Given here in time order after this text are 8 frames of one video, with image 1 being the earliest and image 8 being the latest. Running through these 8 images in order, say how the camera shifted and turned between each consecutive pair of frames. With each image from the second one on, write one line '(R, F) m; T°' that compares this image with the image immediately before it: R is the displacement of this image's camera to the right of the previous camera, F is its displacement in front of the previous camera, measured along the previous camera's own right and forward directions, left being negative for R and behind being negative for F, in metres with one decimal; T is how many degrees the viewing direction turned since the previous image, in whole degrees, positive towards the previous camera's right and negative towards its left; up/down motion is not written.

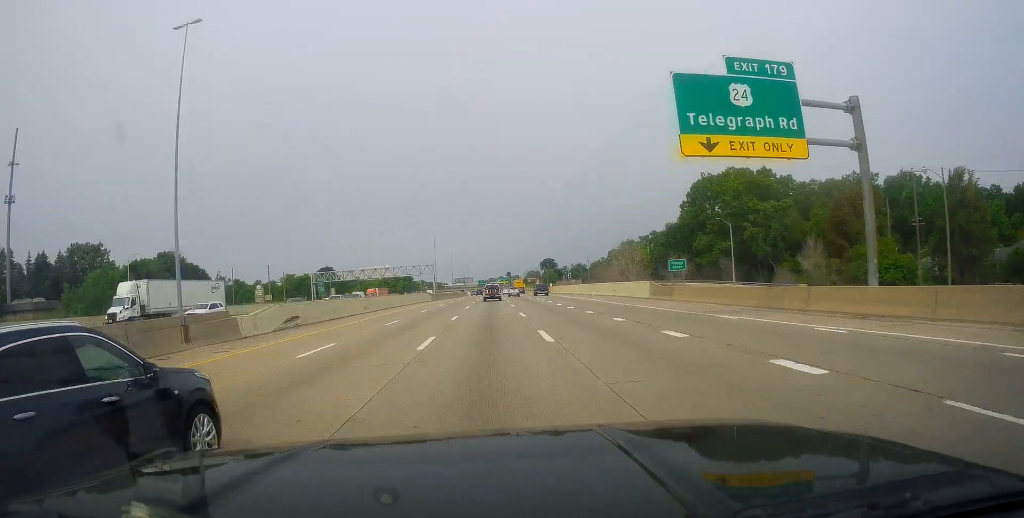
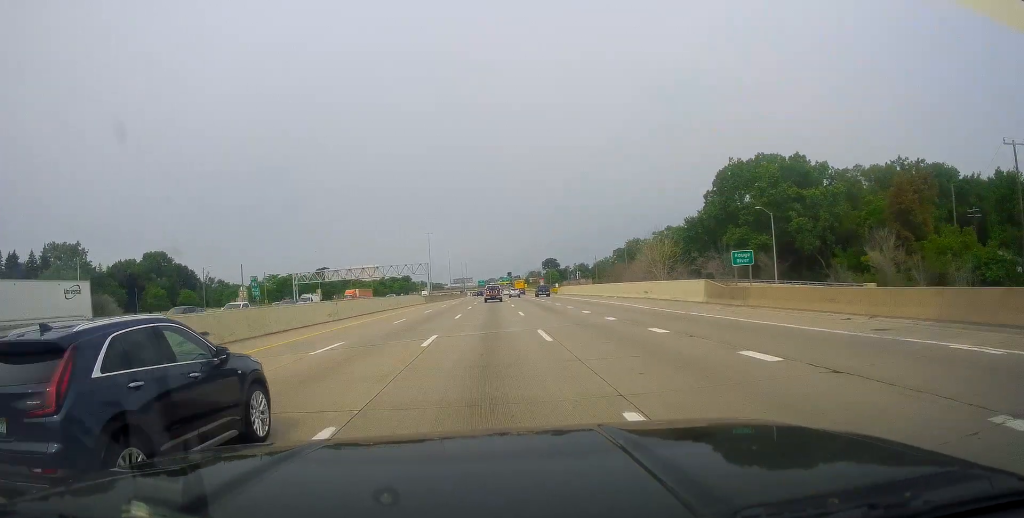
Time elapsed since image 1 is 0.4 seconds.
(0.0, +13.5) m; 0°
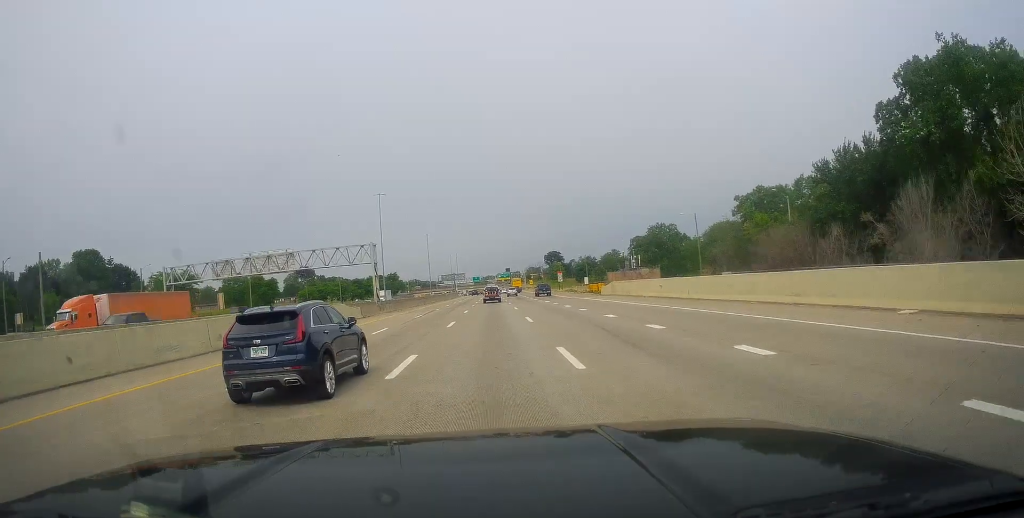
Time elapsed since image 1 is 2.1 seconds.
(0.0, +52.9) m; 0°
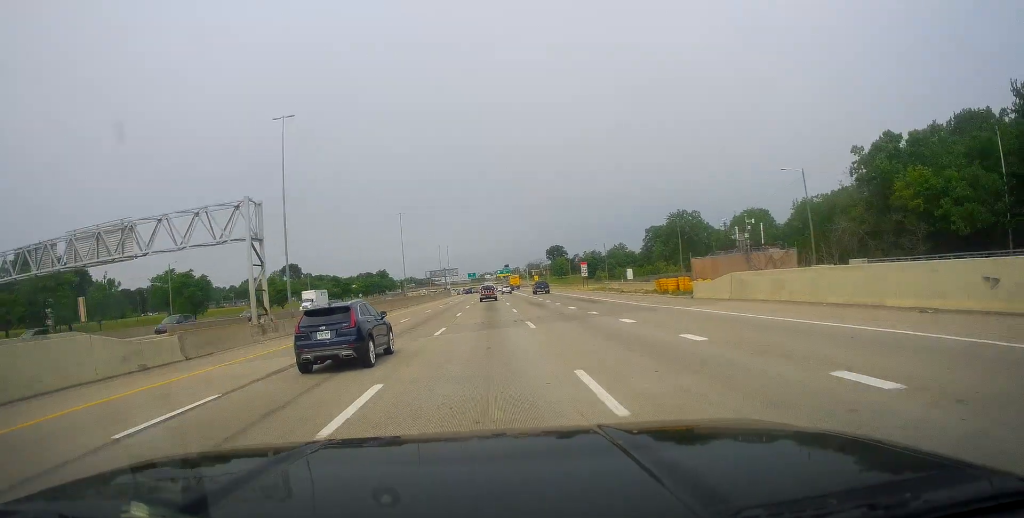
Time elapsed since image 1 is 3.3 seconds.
(0.0, +34.9) m; 0°
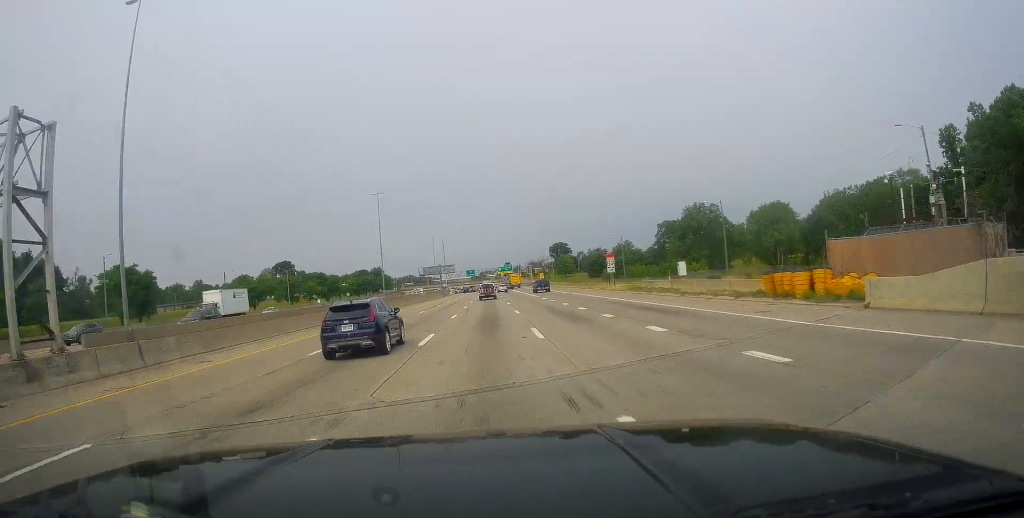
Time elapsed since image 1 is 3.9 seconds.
(0.0, +19.4) m; 0°
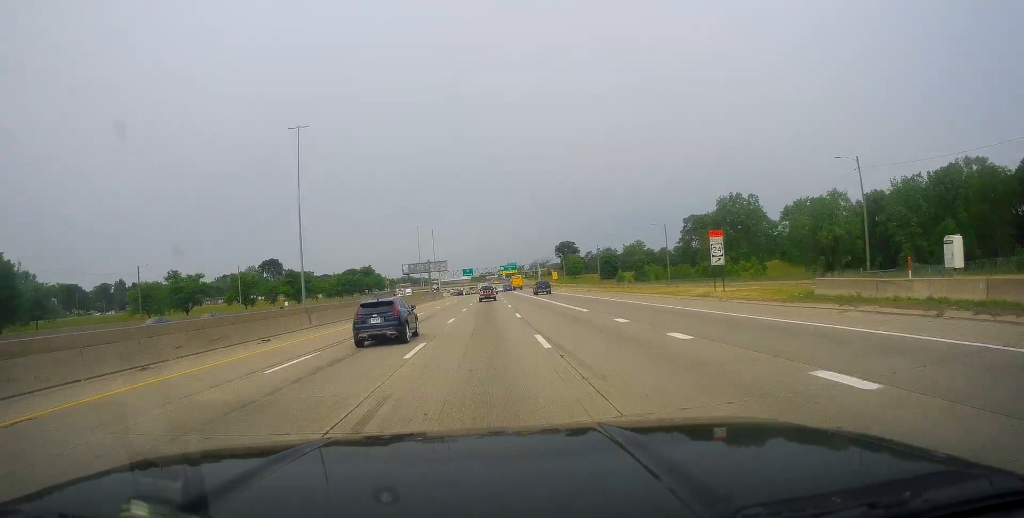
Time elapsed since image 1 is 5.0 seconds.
(0.0, +32.8) m; 0°
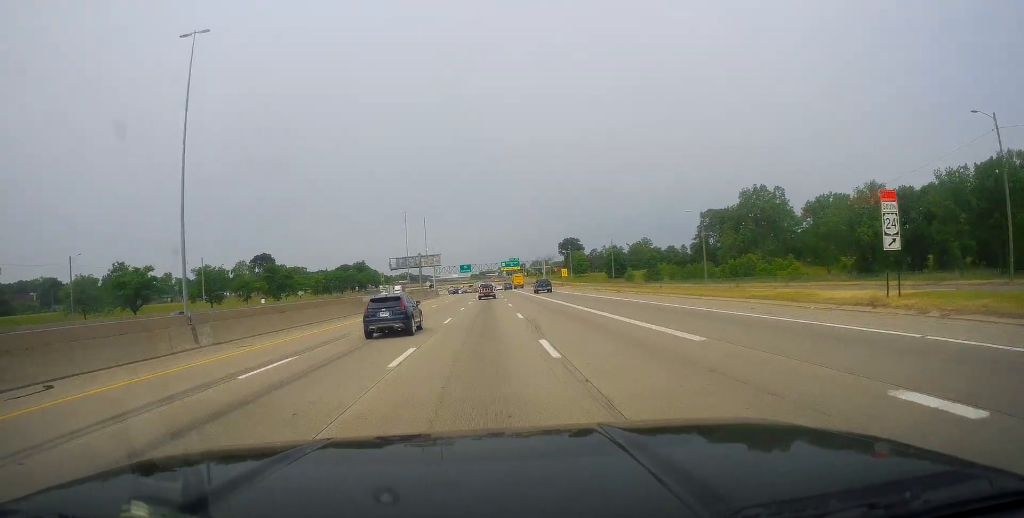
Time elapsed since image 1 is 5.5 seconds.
(0.0, +17.3) m; 0°
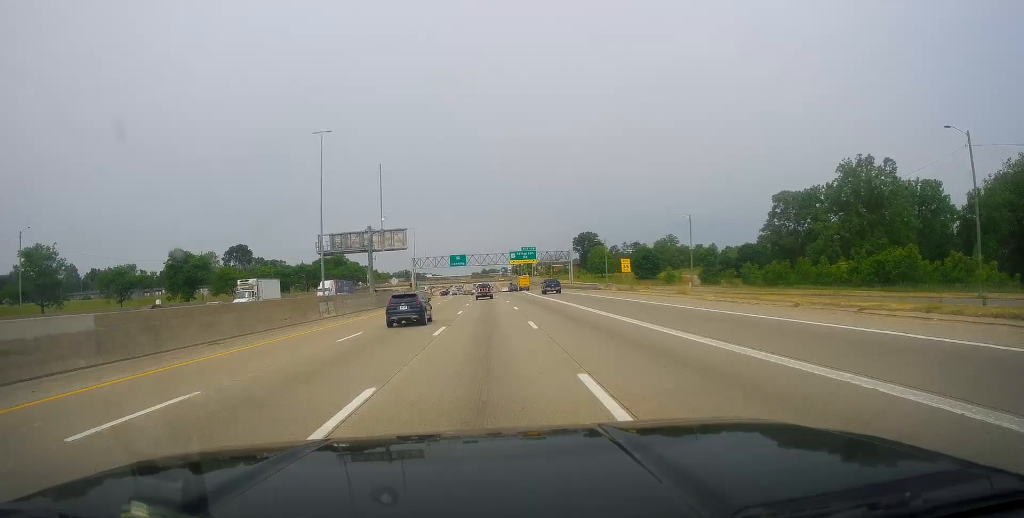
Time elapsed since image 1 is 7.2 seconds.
(0.0, +51.8) m; 0°
